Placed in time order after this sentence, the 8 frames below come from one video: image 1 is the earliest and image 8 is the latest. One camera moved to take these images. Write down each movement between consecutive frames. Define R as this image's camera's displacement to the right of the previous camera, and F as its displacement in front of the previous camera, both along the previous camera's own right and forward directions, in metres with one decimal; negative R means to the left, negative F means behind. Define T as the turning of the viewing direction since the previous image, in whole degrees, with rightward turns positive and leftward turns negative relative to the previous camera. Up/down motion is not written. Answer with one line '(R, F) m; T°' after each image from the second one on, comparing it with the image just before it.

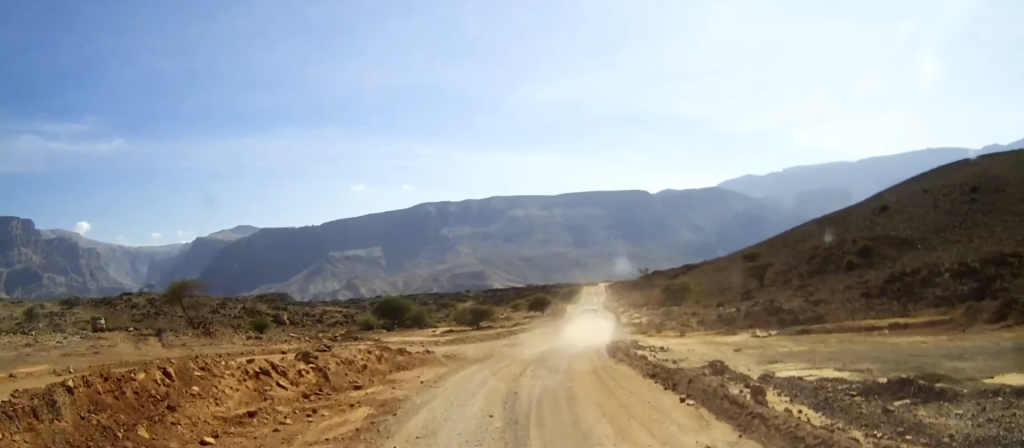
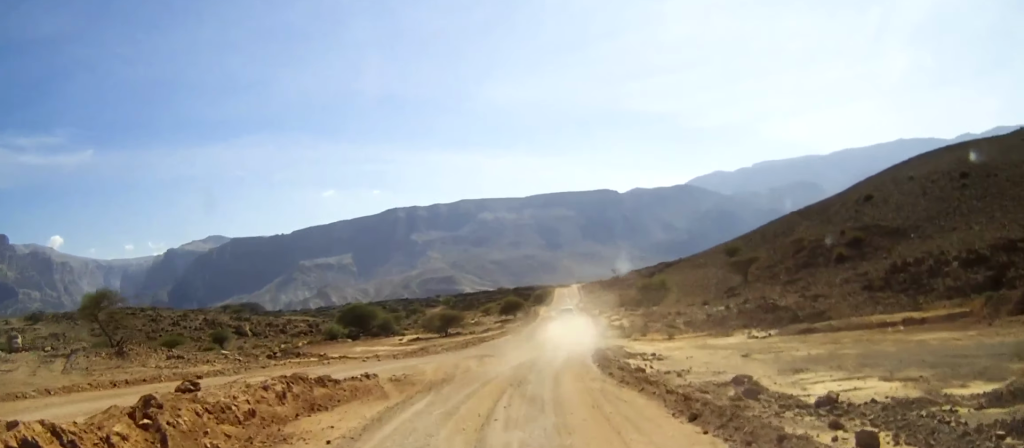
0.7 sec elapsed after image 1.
(+0.2, +5.2) m; +3°
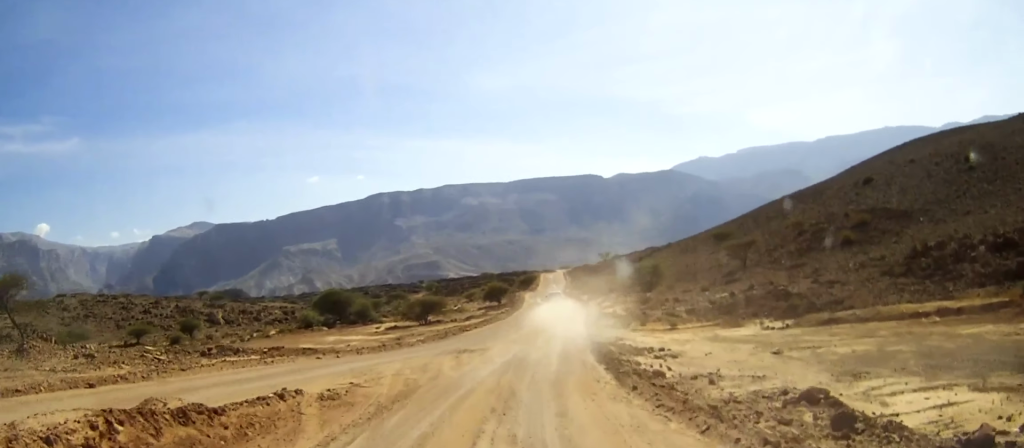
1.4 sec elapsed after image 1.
(+0.1, +5.4) m; +2°
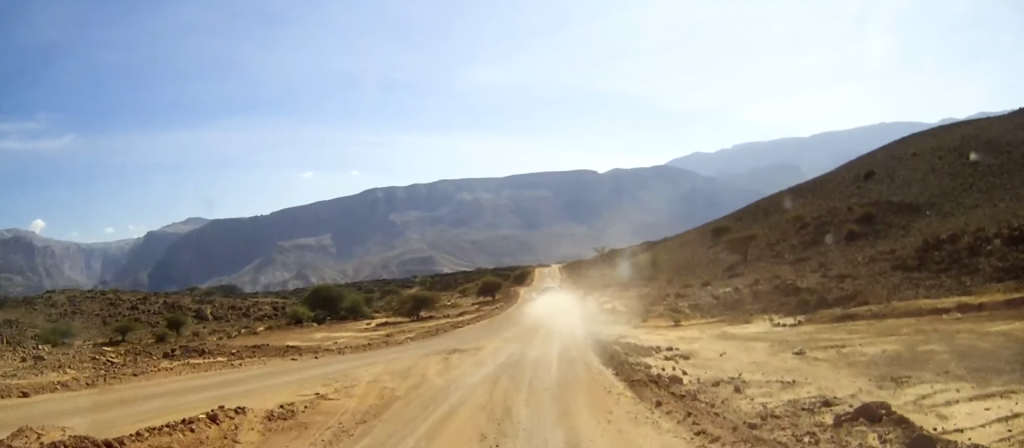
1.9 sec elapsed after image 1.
(0.0, +2.8) m; +1°
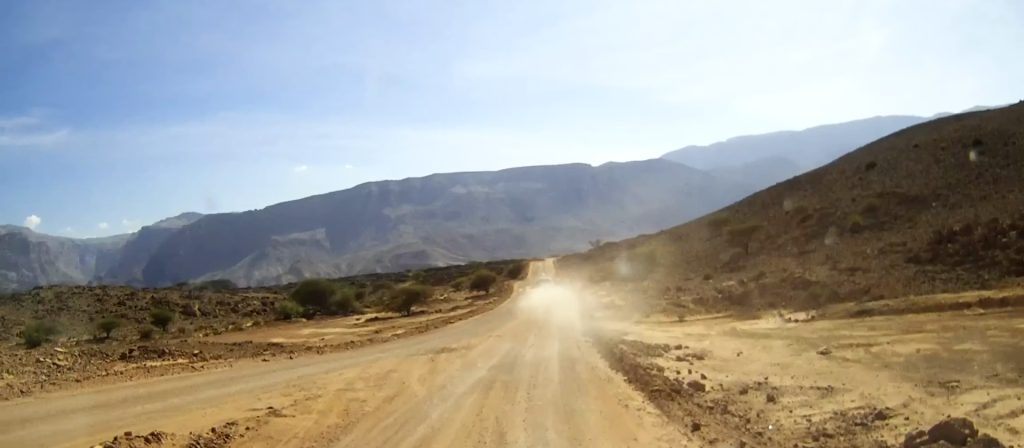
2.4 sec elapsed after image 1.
(0.0, +3.0) m; +1°
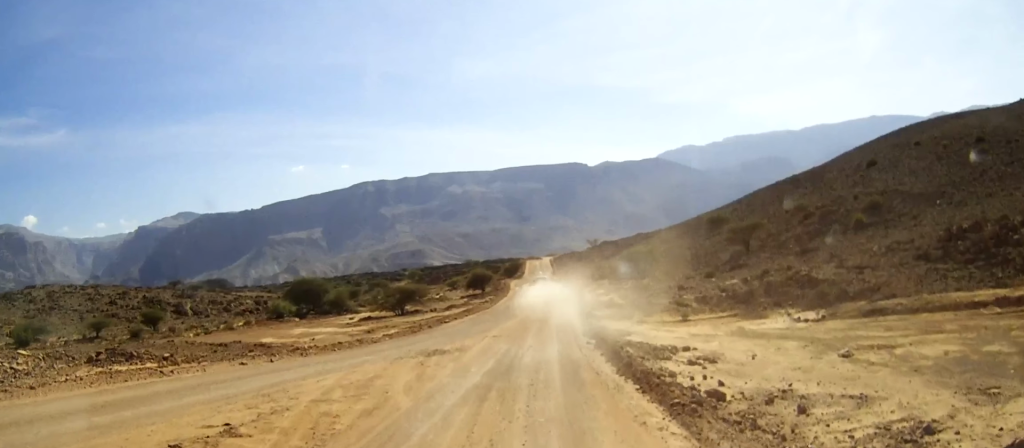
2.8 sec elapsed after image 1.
(0.0, +2.3) m; 0°
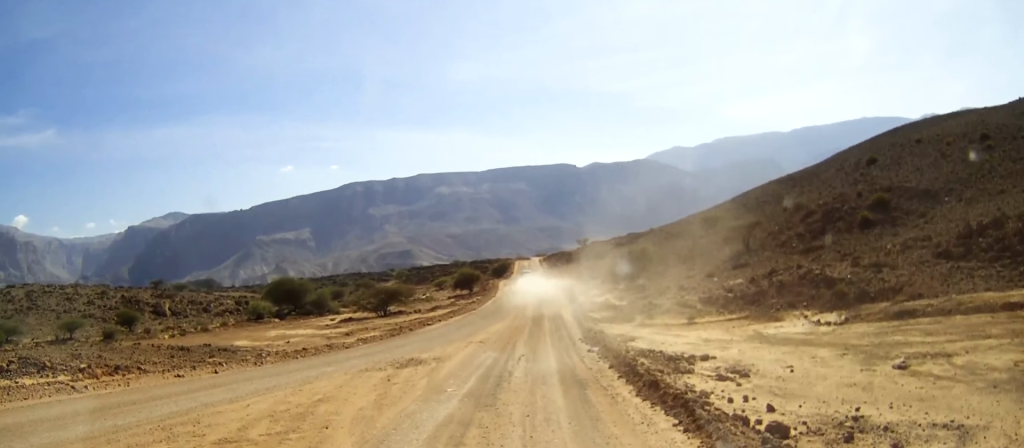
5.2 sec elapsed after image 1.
(0.0, +8.2) m; 0°
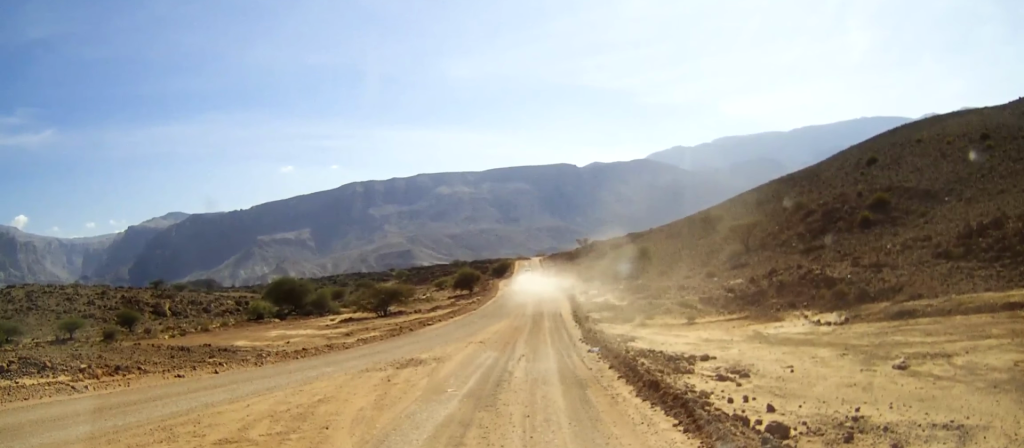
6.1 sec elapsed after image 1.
(0.0, +1.7) m; 0°
